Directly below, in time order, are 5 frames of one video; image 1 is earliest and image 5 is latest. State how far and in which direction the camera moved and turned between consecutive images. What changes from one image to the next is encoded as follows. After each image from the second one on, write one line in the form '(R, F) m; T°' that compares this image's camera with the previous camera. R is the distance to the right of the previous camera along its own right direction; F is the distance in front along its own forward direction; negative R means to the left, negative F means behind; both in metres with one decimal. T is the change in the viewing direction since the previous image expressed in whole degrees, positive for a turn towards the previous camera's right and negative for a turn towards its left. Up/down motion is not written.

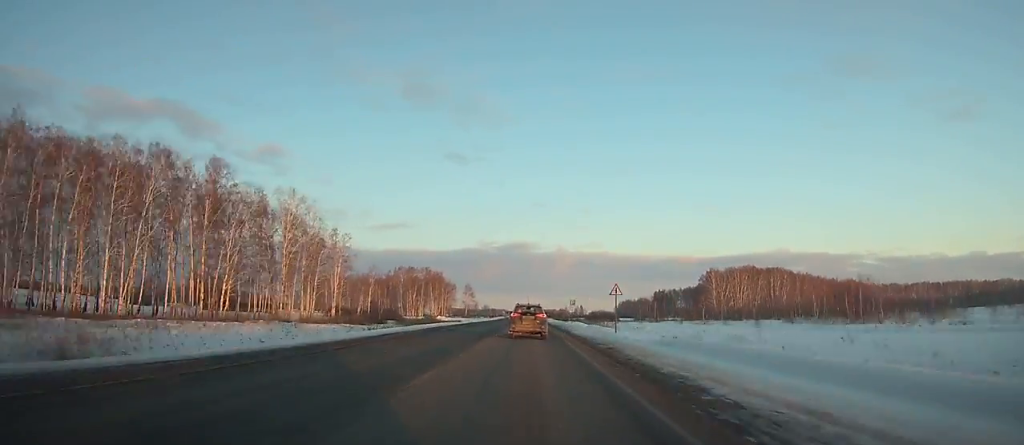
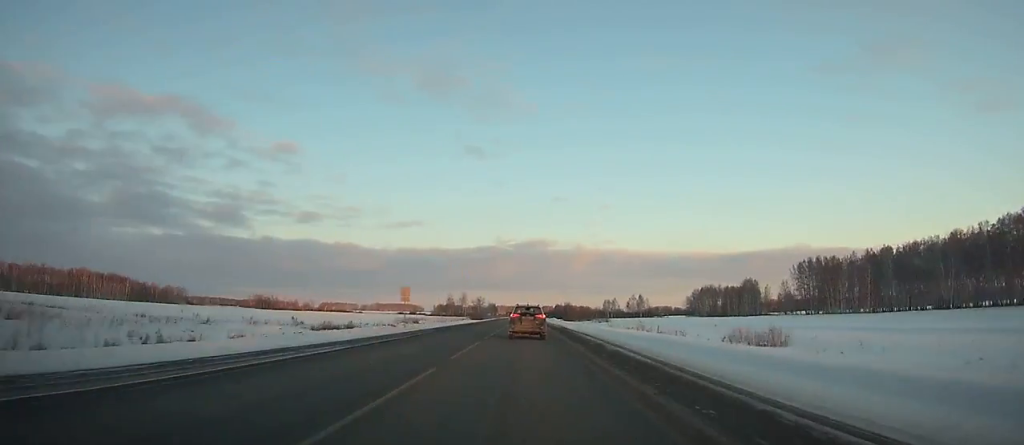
(-3.3, +244.9) m; -1°
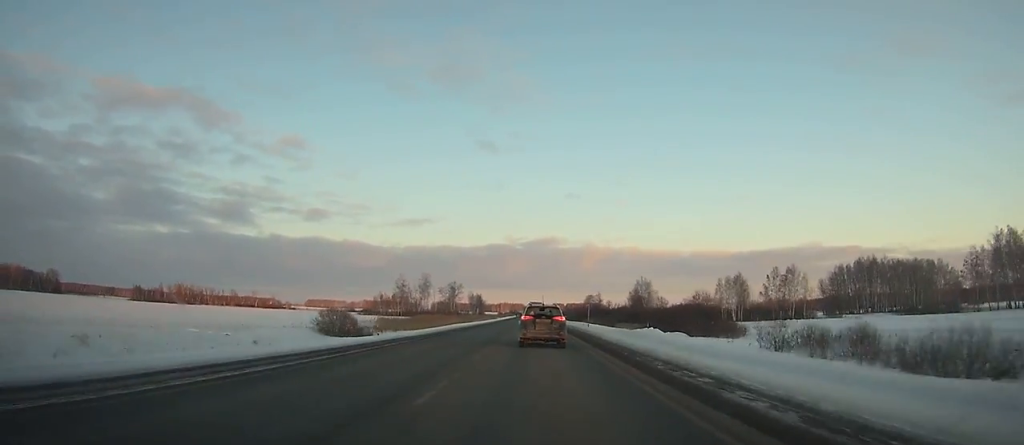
(-0.8, +178.8) m; 0°
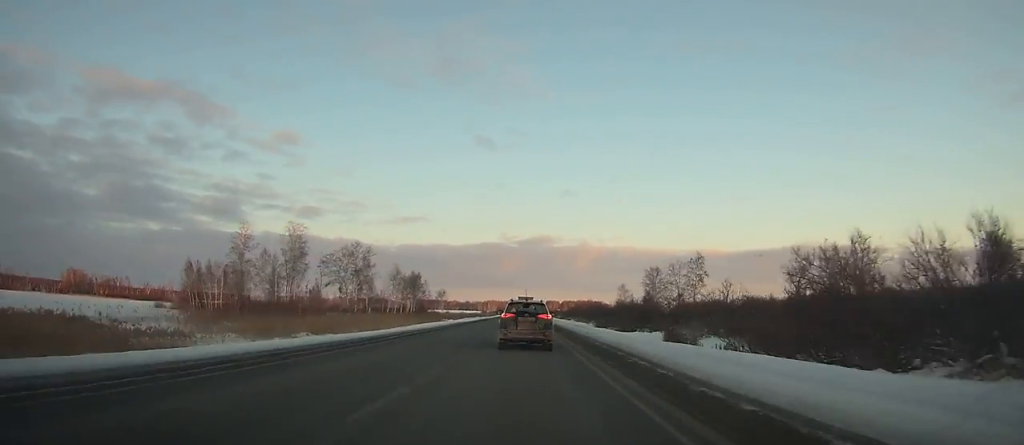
(+0.5, +130.4) m; 0°
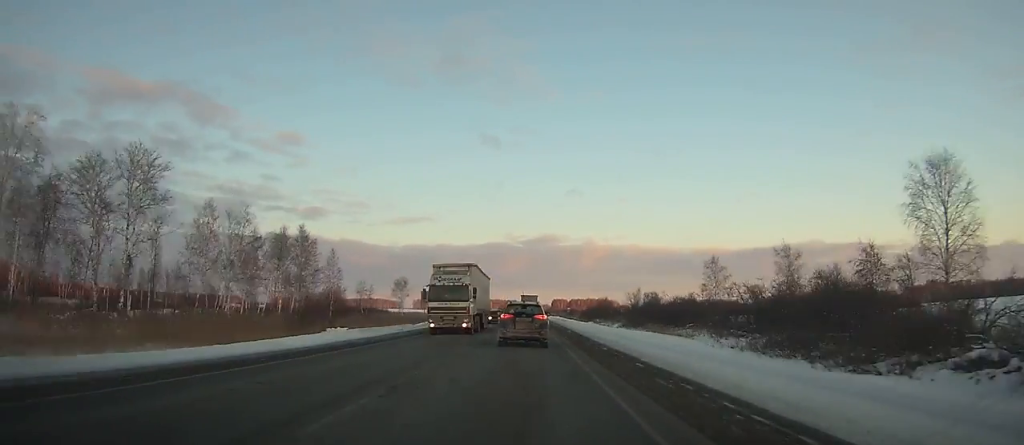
(0.0, +72.8) m; 0°
